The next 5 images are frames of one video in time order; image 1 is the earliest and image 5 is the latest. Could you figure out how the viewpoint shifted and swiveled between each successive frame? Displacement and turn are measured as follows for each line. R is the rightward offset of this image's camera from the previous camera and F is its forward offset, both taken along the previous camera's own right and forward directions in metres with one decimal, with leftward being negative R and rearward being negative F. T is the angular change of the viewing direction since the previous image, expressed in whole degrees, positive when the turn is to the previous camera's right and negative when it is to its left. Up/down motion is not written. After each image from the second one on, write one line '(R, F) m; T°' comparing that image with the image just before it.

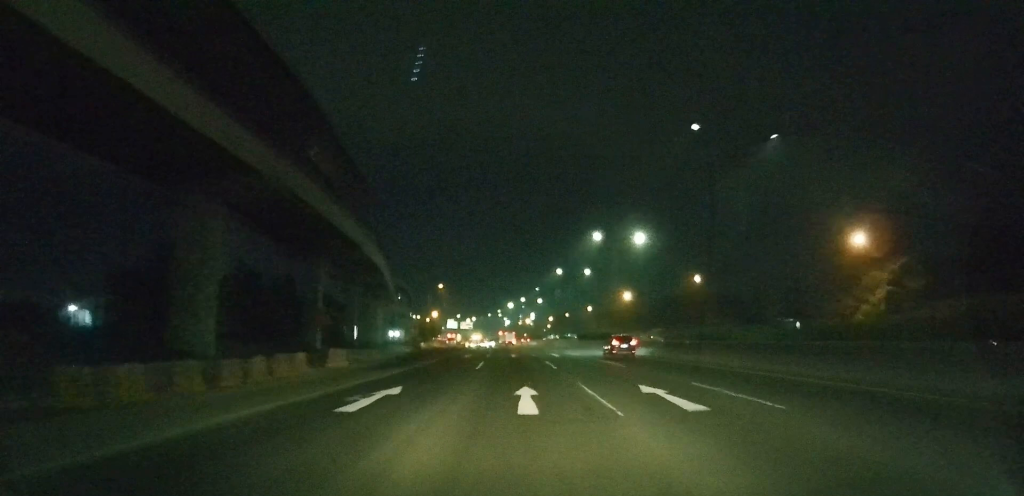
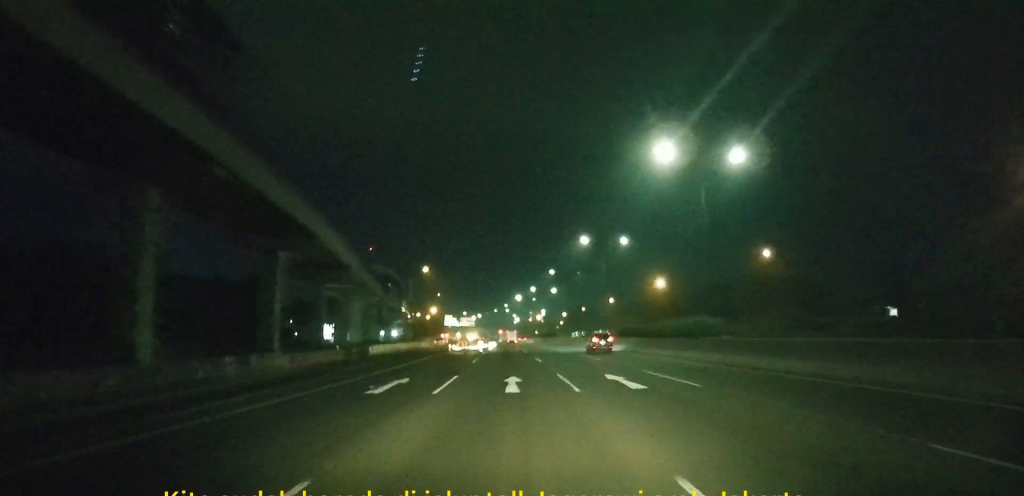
(-0.7, +36.2) m; -2°
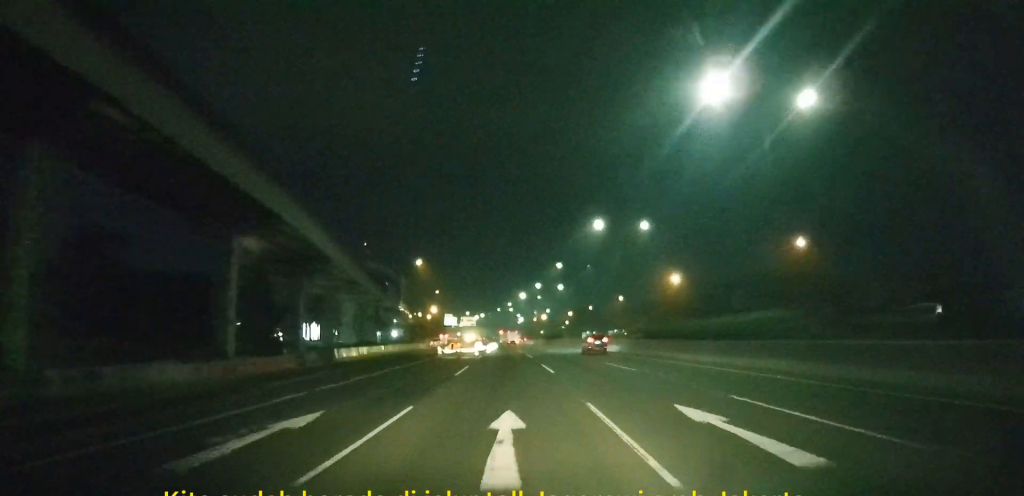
(0.0, +12.5) m; 0°
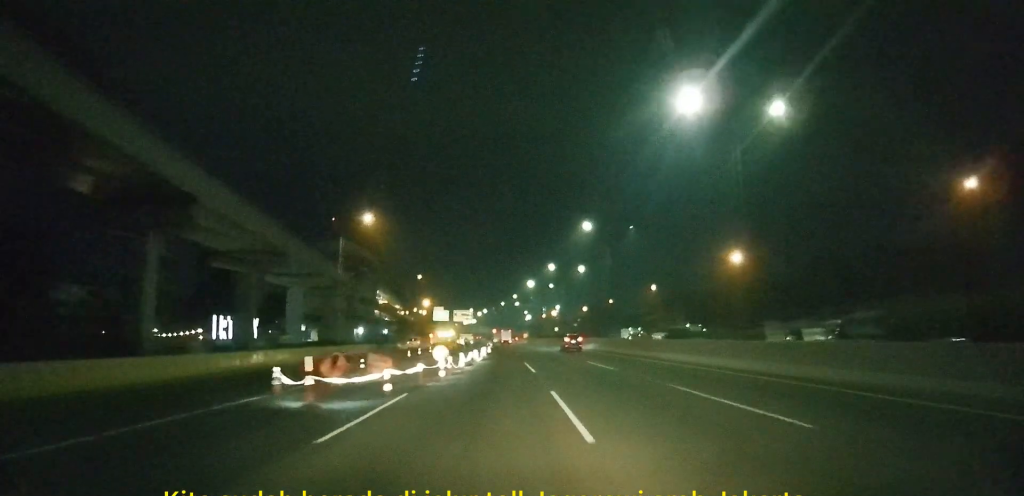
(-0.4, +41.1) m; -1°
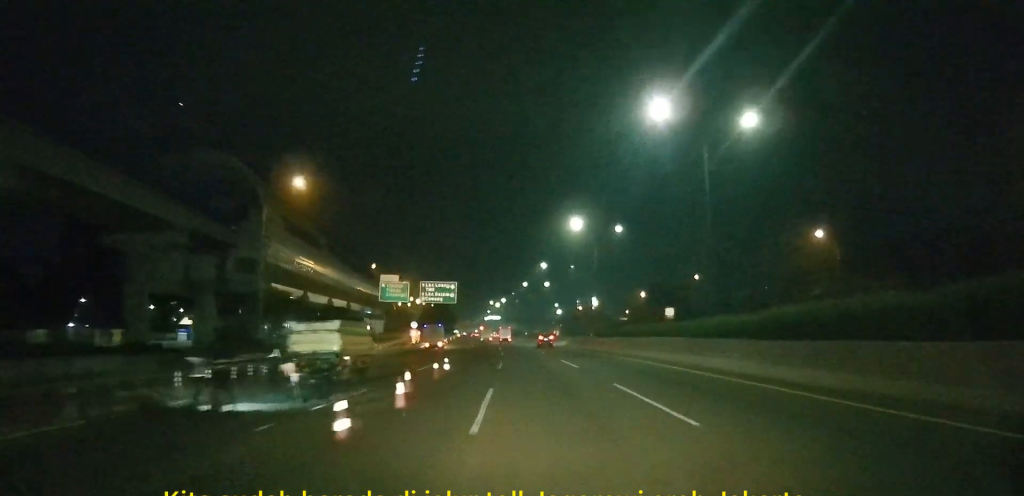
(-1.0, +89.0) m; -2°
